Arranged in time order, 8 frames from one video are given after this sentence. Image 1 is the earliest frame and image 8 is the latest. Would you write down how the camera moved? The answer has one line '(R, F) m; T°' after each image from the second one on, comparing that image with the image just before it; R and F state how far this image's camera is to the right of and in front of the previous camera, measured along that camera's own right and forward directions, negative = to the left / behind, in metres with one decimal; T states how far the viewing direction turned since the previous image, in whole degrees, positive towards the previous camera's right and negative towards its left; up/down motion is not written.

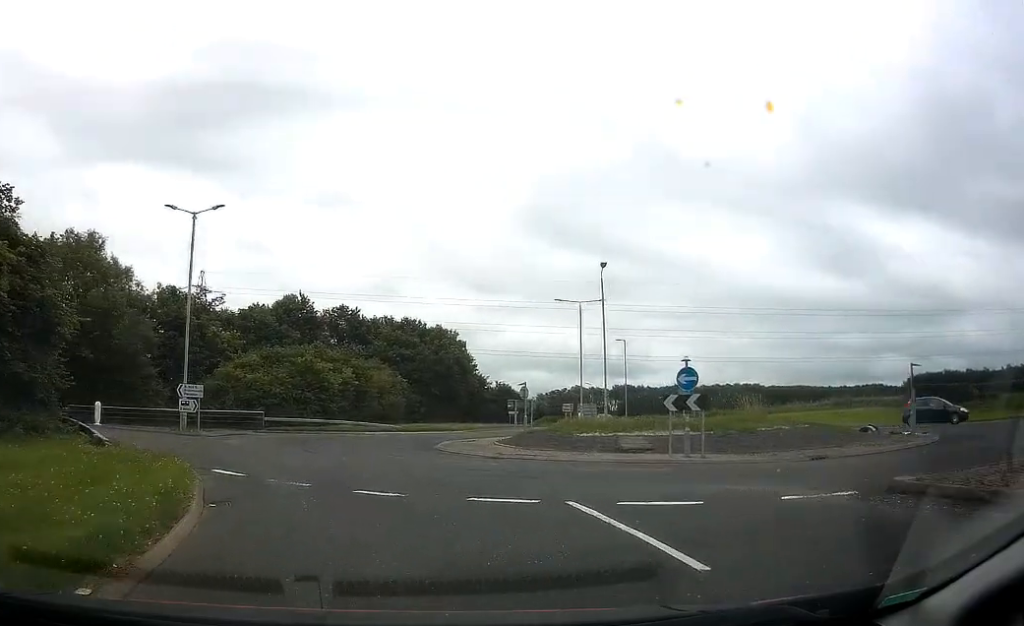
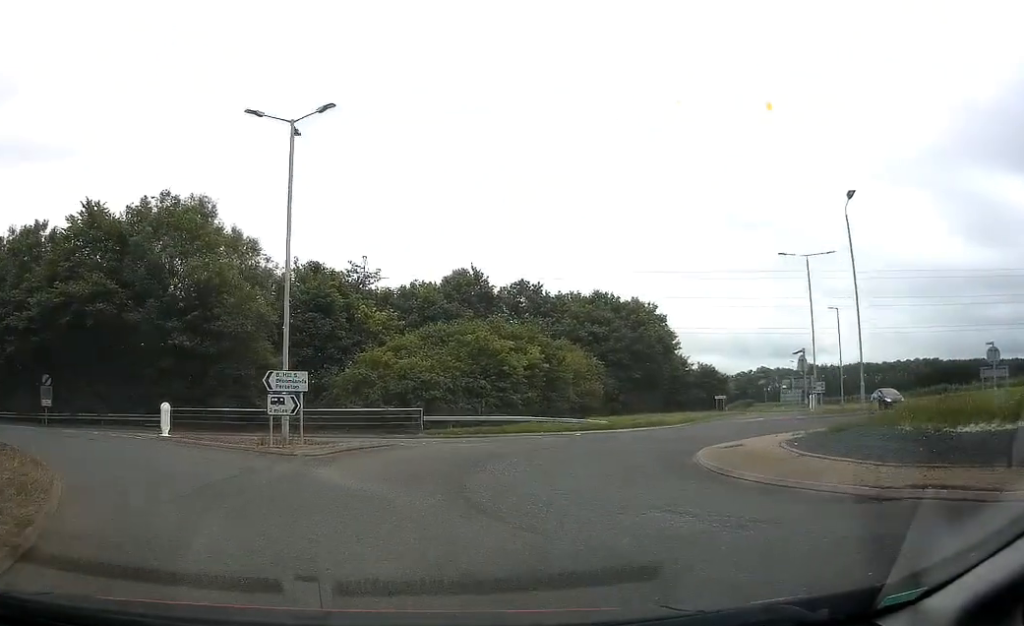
(-1.1, +11.6) m; -13°
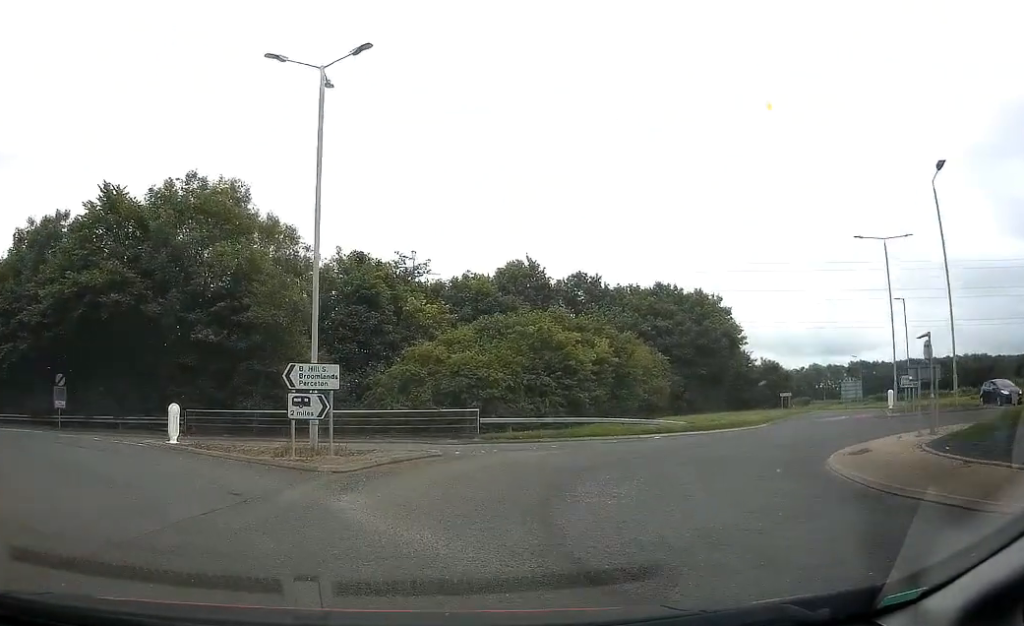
(-0.5, +4.0) m; -1°
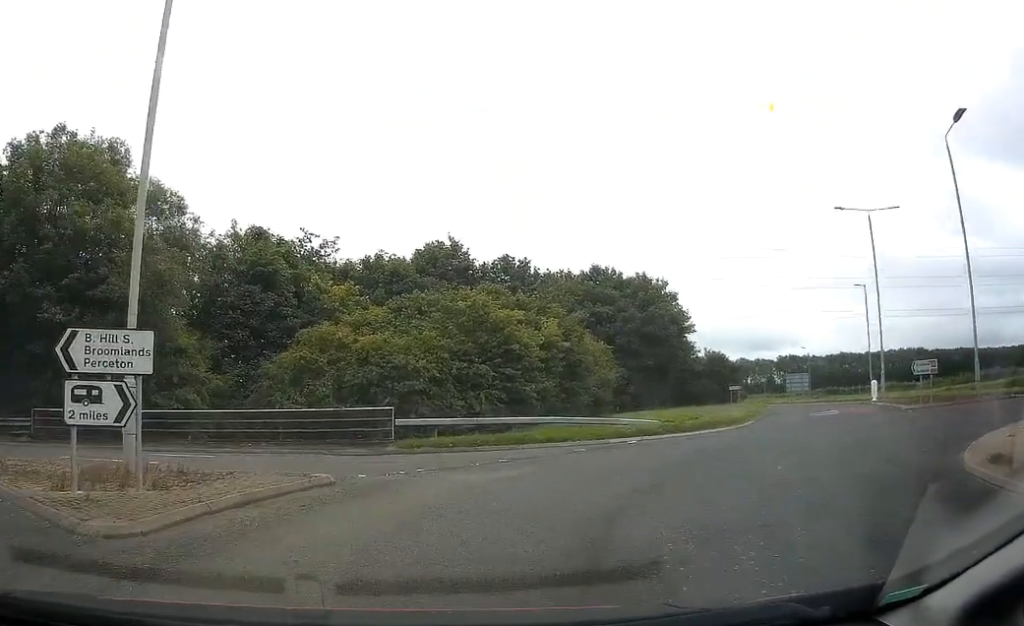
(+0.2, +6.5) m; +7°
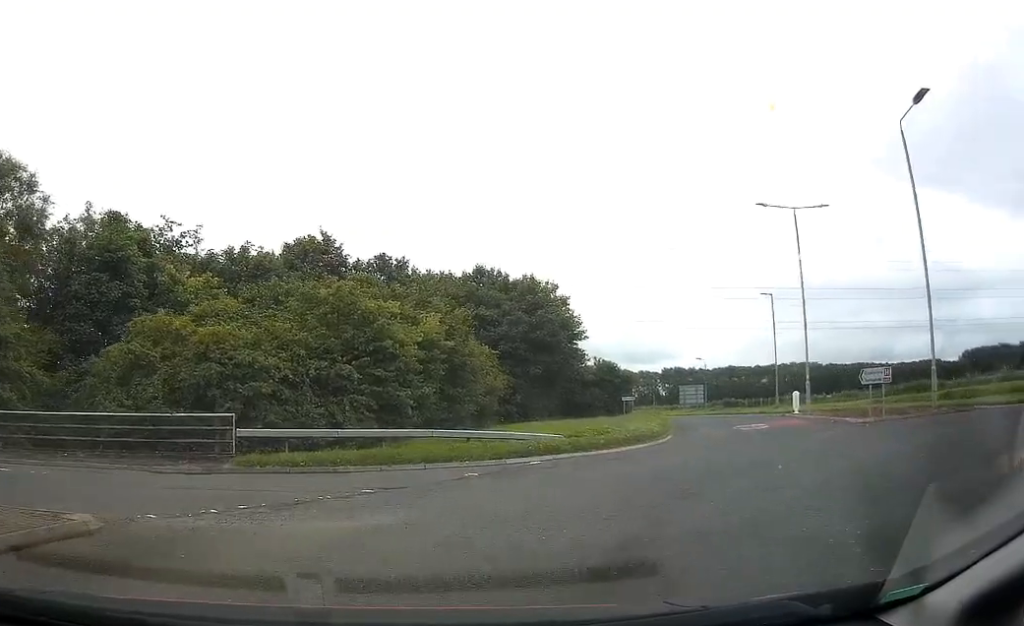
(+0.2, +4.2) m; +7°
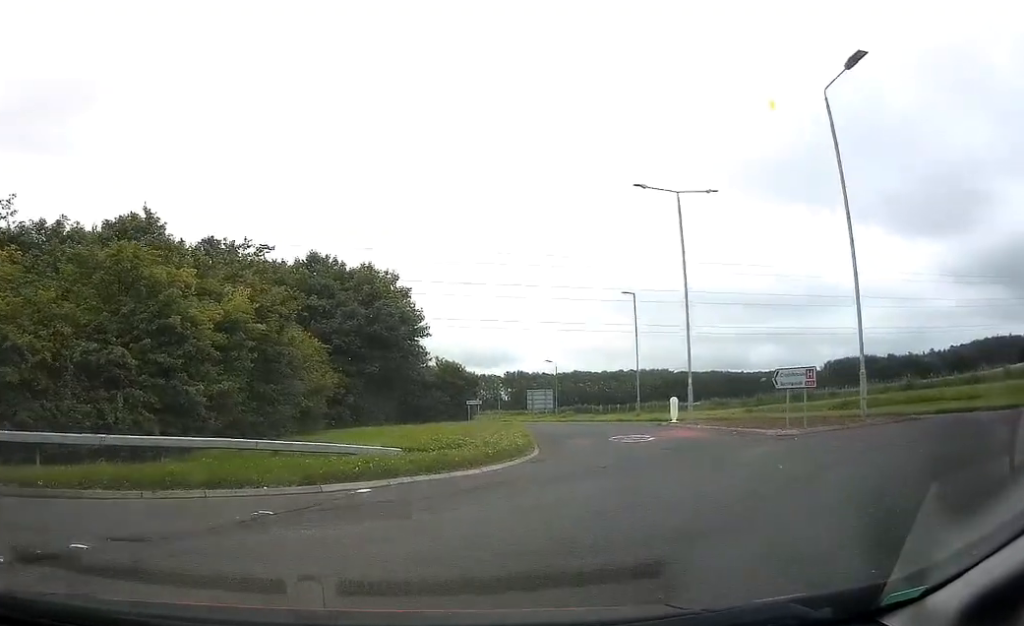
(+0.3, +4.6) m; +6°
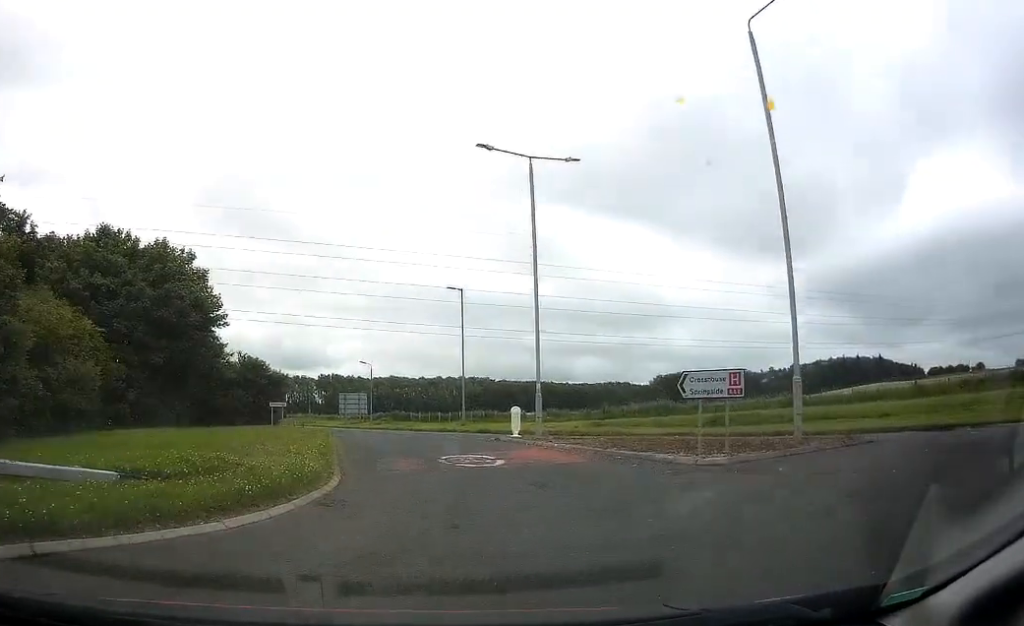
(+0.4, +6.0) m; +10°
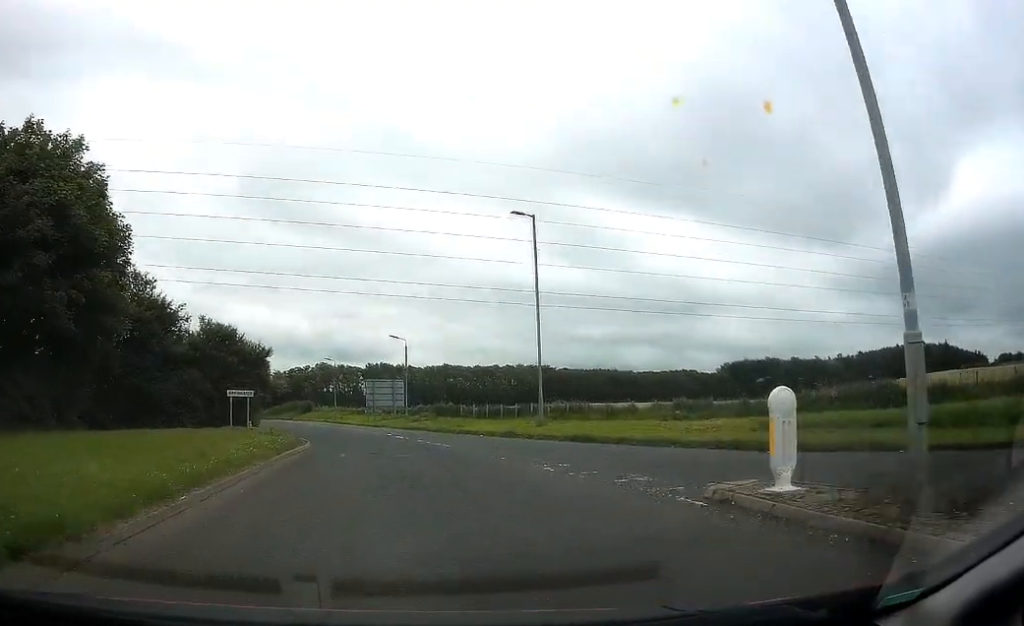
(+2.7, +18.4) m; +7°
